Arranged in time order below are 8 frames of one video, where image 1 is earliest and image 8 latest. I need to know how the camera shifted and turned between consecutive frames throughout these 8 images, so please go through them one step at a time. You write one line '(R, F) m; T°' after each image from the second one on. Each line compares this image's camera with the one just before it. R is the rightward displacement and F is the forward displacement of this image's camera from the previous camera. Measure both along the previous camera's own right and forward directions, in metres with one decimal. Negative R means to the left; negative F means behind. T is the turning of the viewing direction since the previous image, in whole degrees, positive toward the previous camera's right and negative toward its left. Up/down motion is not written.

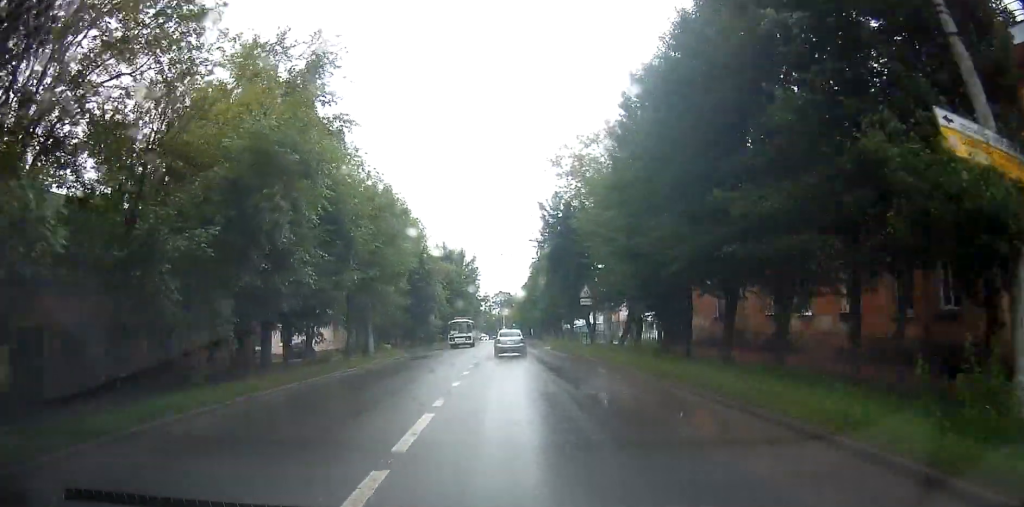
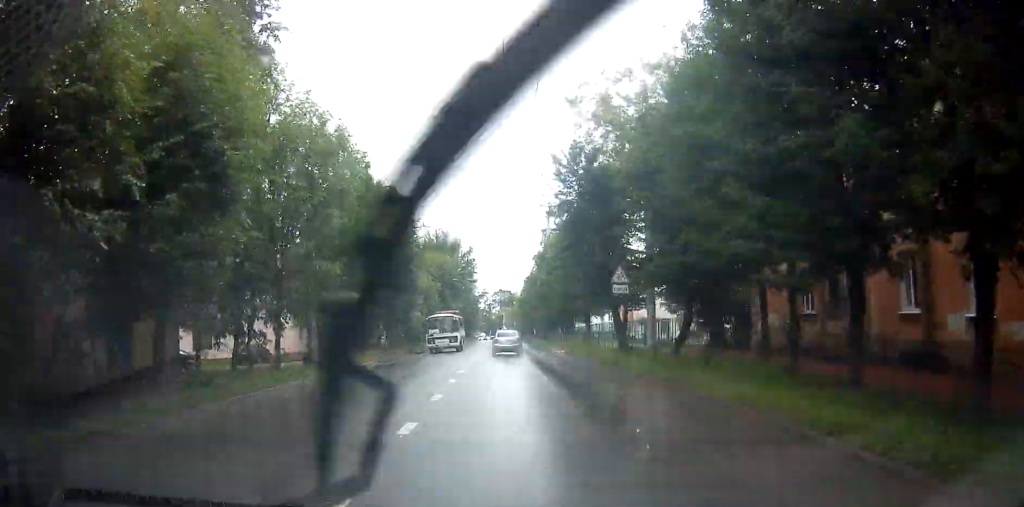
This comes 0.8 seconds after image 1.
(+0.2, +10.4) m; +1°
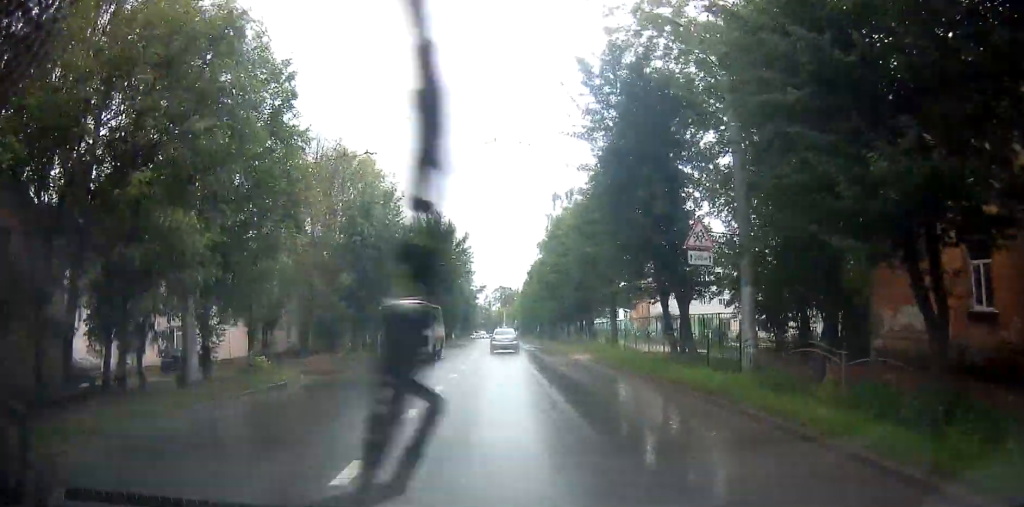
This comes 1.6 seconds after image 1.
(0.0, +10.3) m; -1°
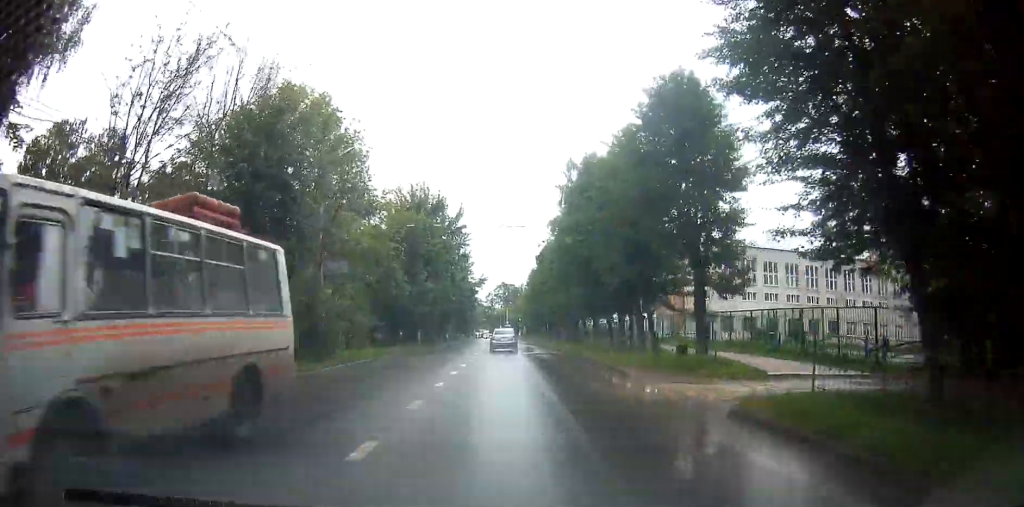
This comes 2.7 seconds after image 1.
(-0.2, +14.8) m; 0°
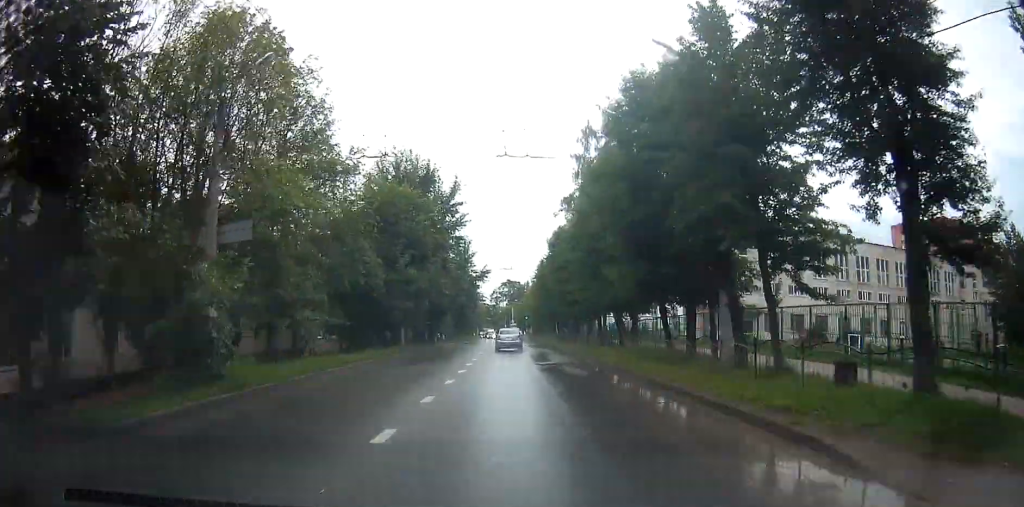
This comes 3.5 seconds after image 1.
(+0.1, +10.9) m; 0°
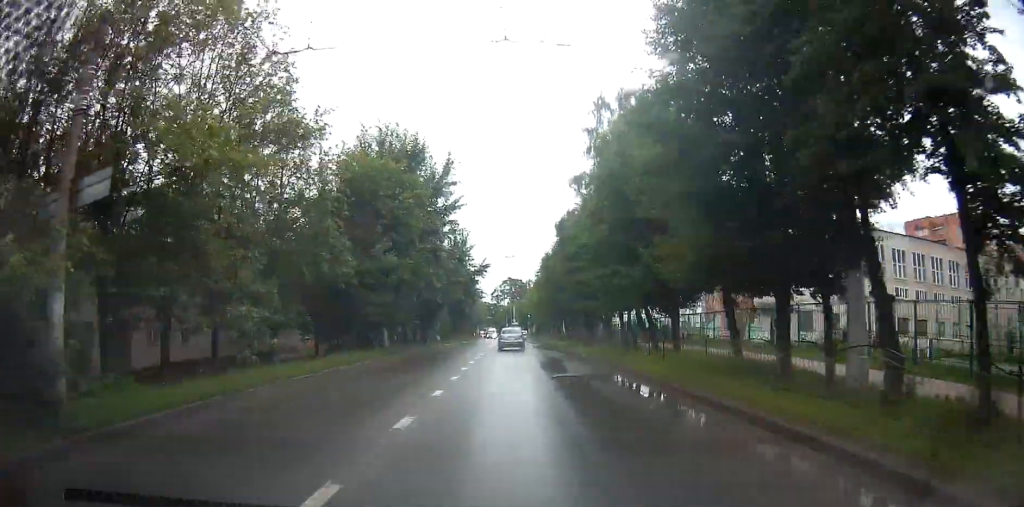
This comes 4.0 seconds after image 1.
(+0.1, +6.8) m; 0°
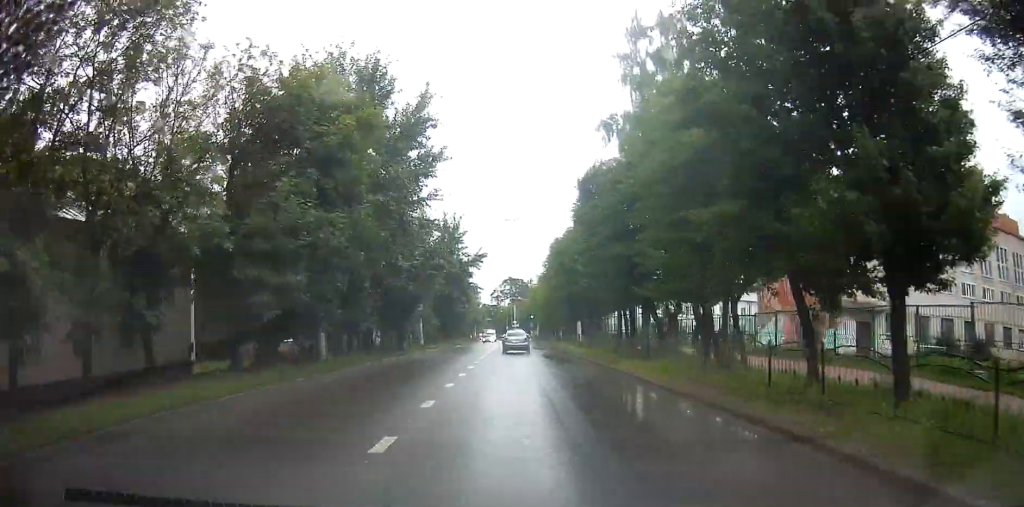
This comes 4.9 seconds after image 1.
(-0.3, +13.4) m; 0°
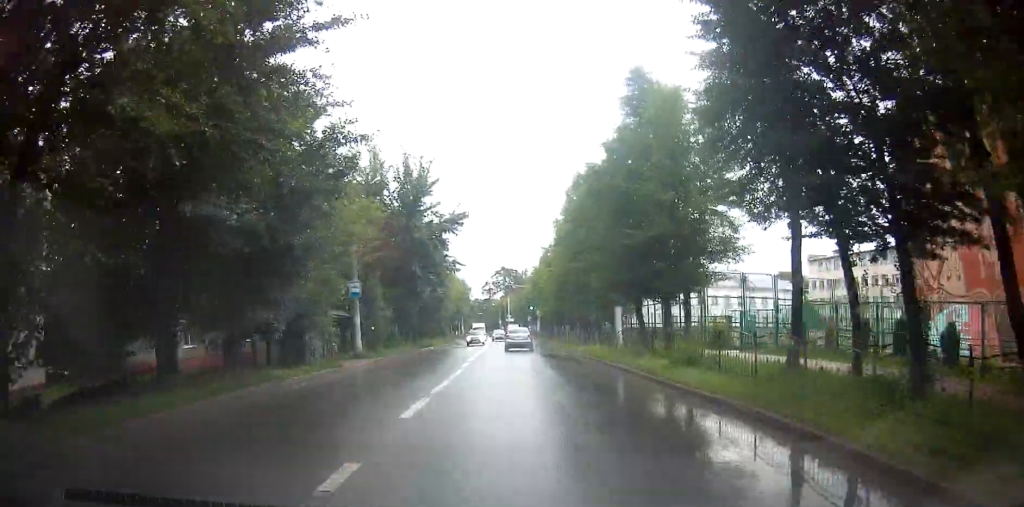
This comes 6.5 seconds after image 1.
(+0.5, +21.9) m; +1°
